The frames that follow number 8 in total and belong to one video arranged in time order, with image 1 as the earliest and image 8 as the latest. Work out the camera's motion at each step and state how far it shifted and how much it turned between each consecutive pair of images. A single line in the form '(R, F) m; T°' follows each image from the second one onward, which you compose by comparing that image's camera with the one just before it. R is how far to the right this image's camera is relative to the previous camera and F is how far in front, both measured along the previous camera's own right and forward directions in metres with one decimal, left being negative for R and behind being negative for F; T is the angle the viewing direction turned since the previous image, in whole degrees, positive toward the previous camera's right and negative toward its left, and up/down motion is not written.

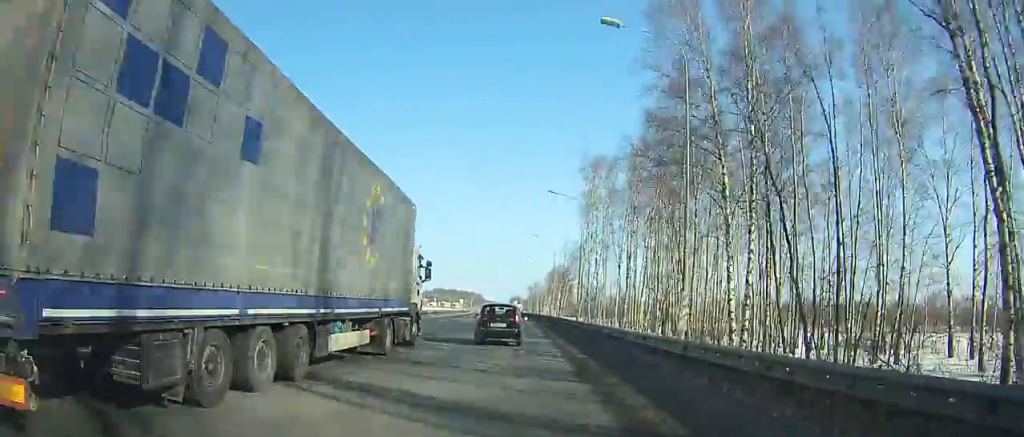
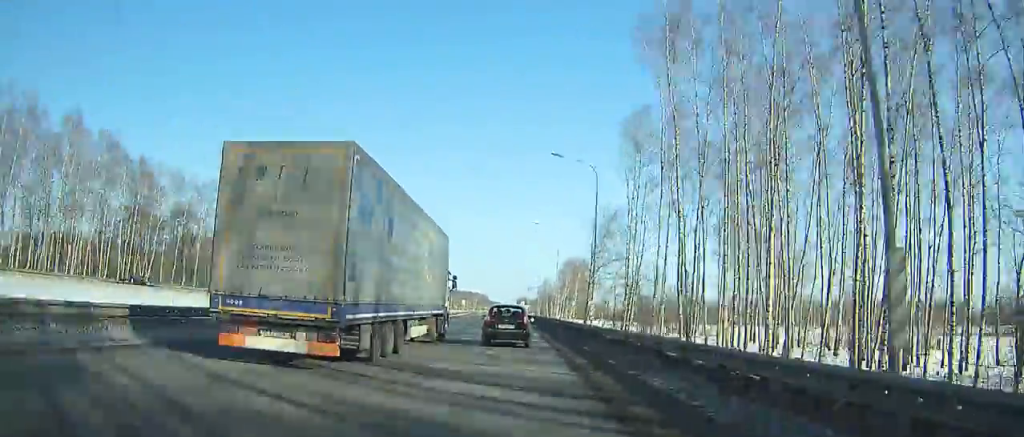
(-0.1, +41.6) m; -1°
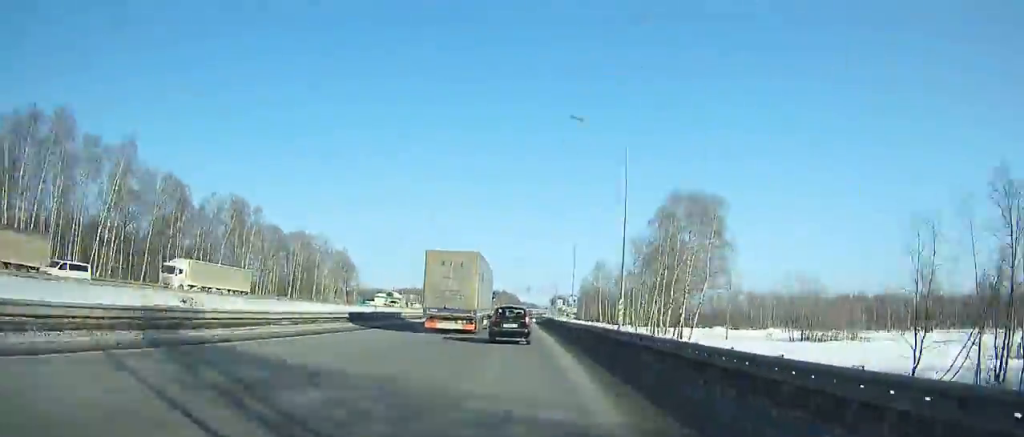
(-3.0, +98.3) m; -3°
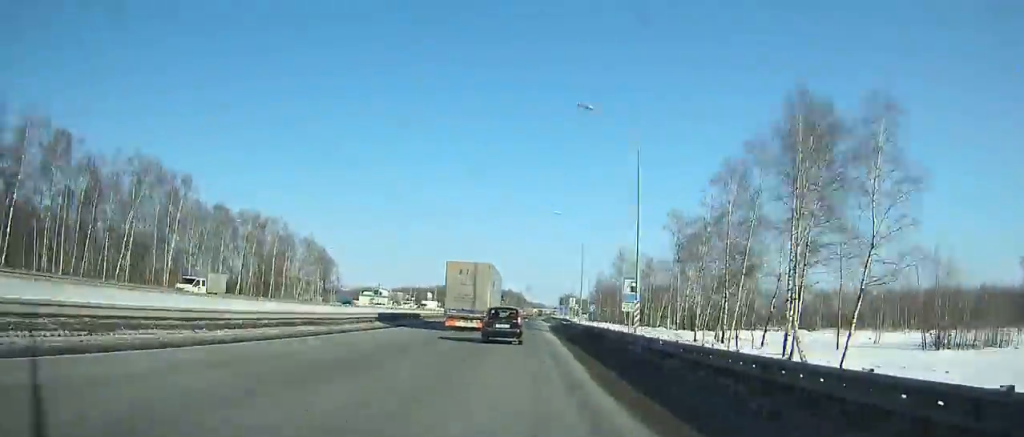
(-0.3, +32.6) m; -1°
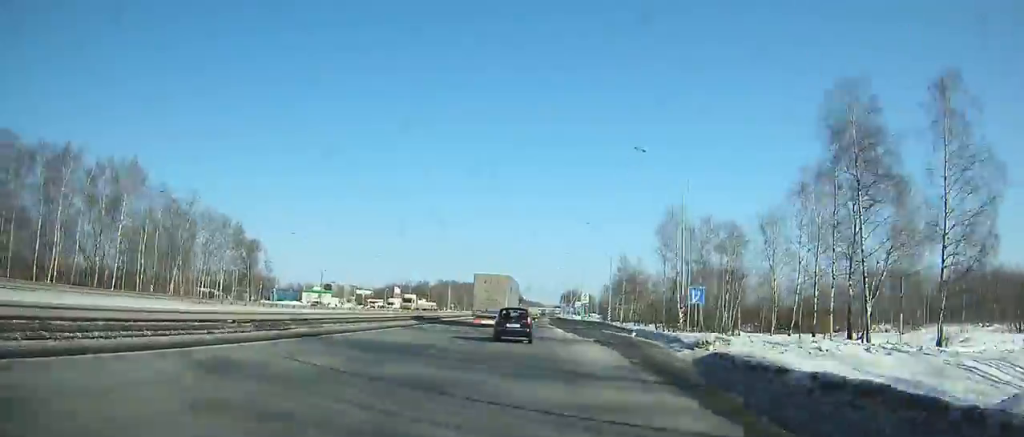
(-0.2, +52.7) m; 0°
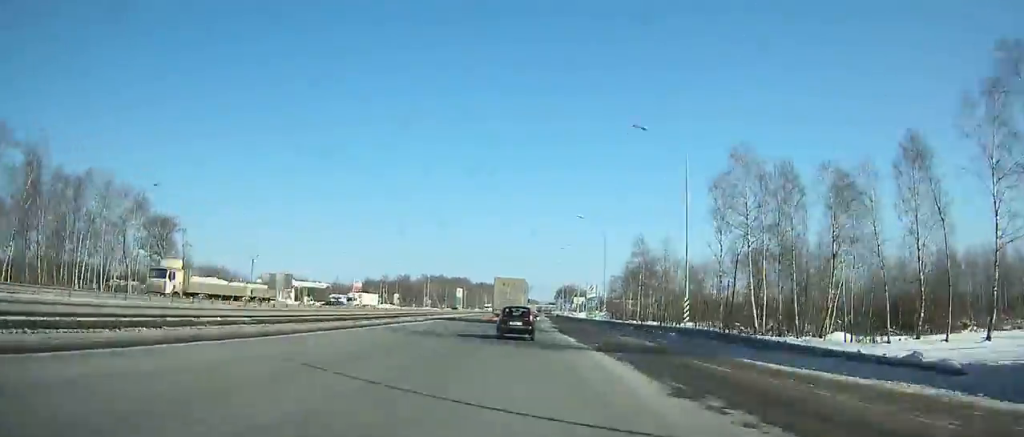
(+0.2, +34.3) m; 0°
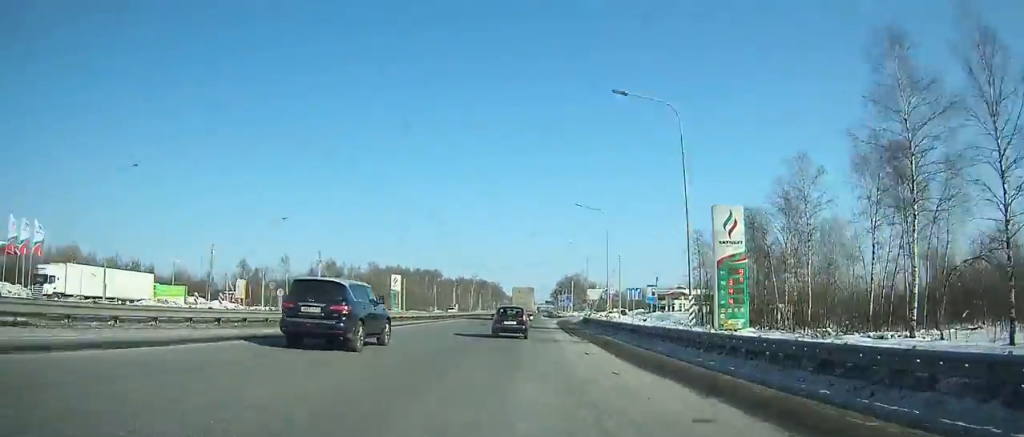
(+0.9, +96.4) m; +1°
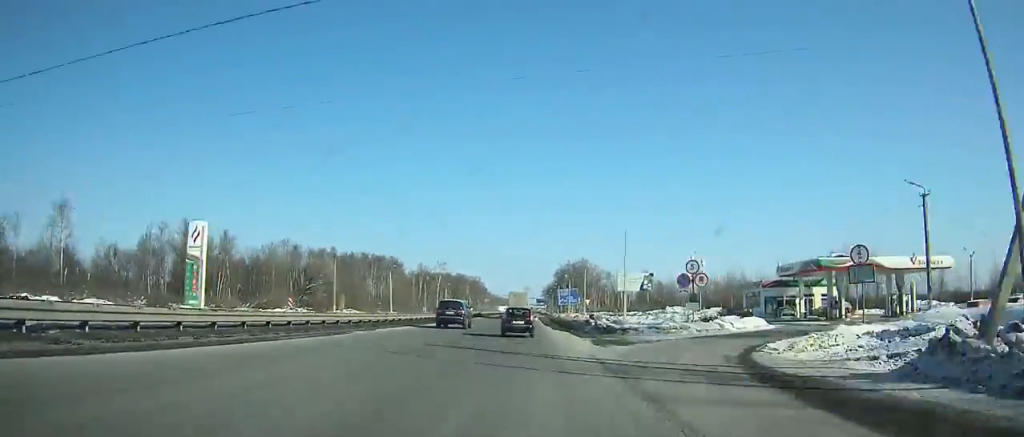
(+1.0, +77.7) m; +1°
